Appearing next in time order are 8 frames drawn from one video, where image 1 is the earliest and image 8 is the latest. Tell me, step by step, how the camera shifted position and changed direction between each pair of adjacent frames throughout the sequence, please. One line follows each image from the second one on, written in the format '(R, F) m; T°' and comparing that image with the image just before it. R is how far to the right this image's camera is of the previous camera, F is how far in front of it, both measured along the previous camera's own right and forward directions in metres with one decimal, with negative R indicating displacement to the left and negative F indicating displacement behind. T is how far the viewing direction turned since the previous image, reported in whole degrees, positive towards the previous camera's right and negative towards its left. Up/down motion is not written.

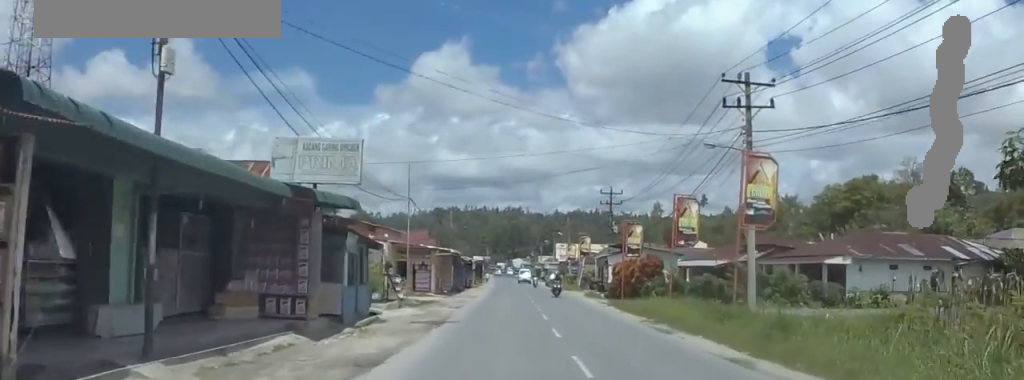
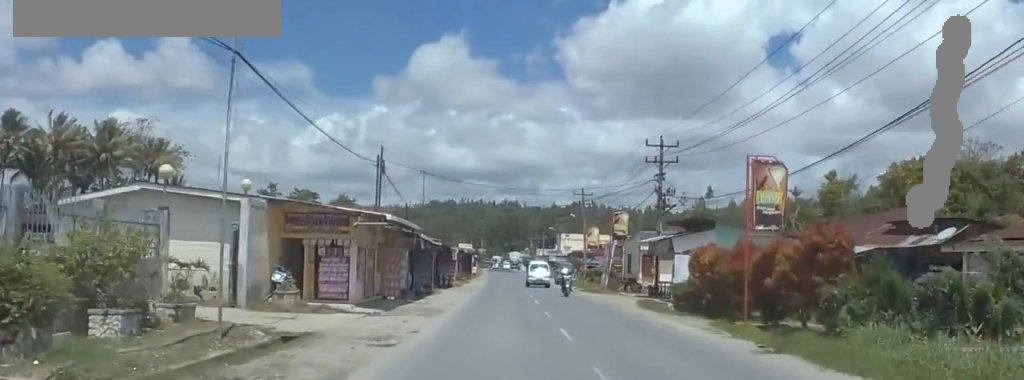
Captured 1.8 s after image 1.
(-0.3, +27.0) m; +5°
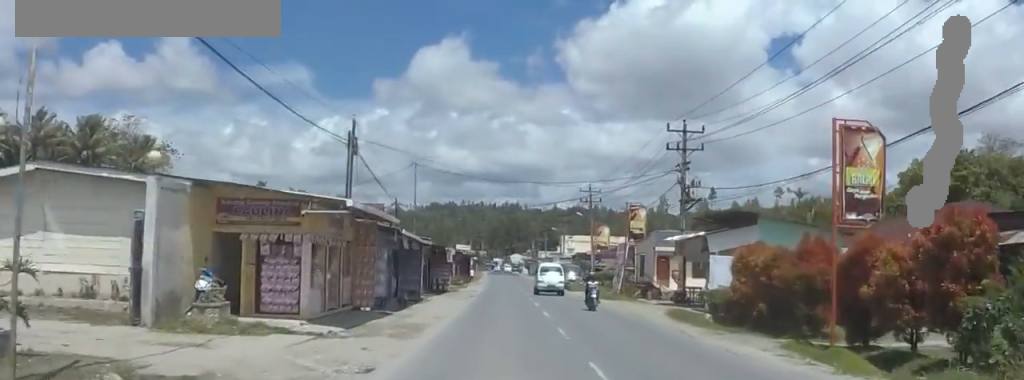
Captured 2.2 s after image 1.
(+0.6, +6.6) m; +1°
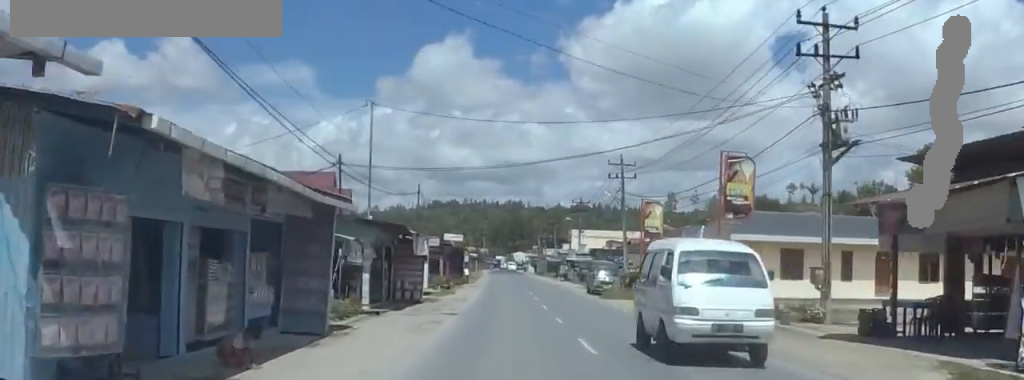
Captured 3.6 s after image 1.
(-0.1, +20.7) m; -4°
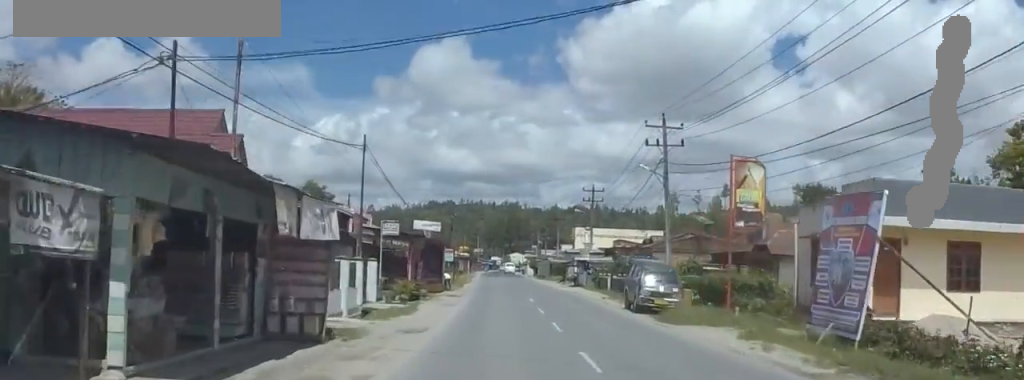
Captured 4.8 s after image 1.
(-0.4, +18.6) m; -1°
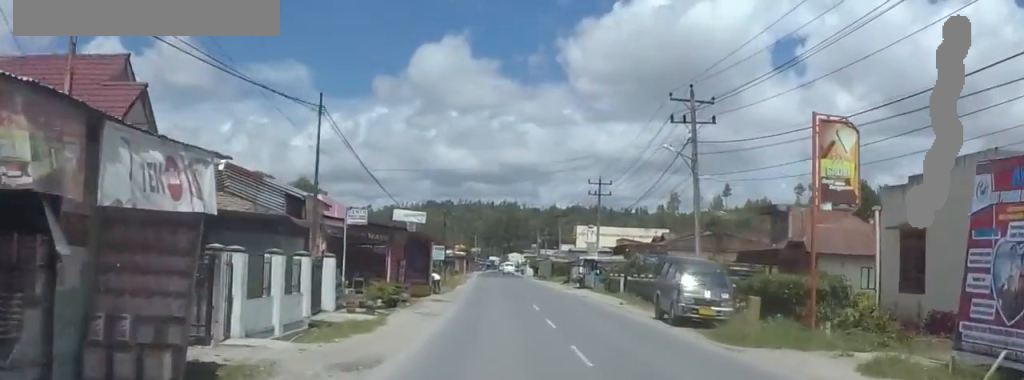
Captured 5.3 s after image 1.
(0.0, +7.5) m; 0°
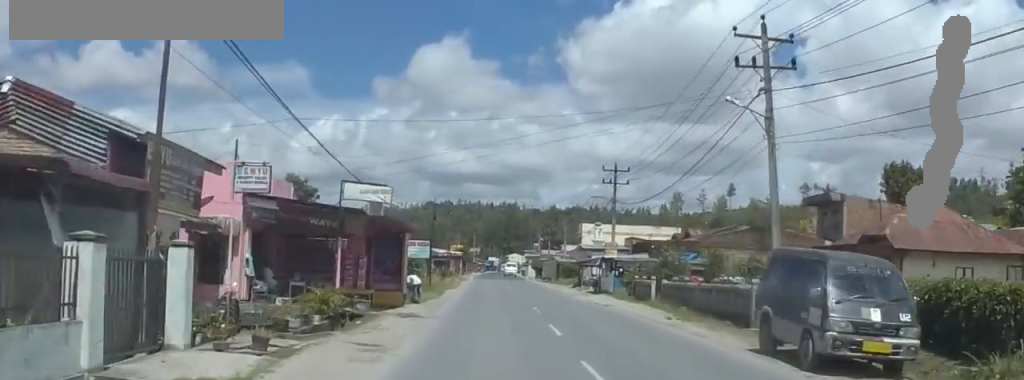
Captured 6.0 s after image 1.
(0.0, +11.2) m; +1°
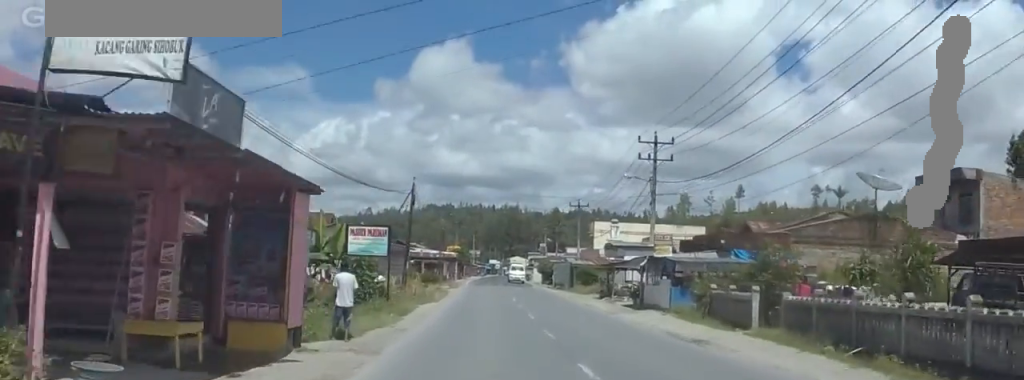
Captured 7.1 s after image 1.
(+0.4, +16.7) m; +5°
